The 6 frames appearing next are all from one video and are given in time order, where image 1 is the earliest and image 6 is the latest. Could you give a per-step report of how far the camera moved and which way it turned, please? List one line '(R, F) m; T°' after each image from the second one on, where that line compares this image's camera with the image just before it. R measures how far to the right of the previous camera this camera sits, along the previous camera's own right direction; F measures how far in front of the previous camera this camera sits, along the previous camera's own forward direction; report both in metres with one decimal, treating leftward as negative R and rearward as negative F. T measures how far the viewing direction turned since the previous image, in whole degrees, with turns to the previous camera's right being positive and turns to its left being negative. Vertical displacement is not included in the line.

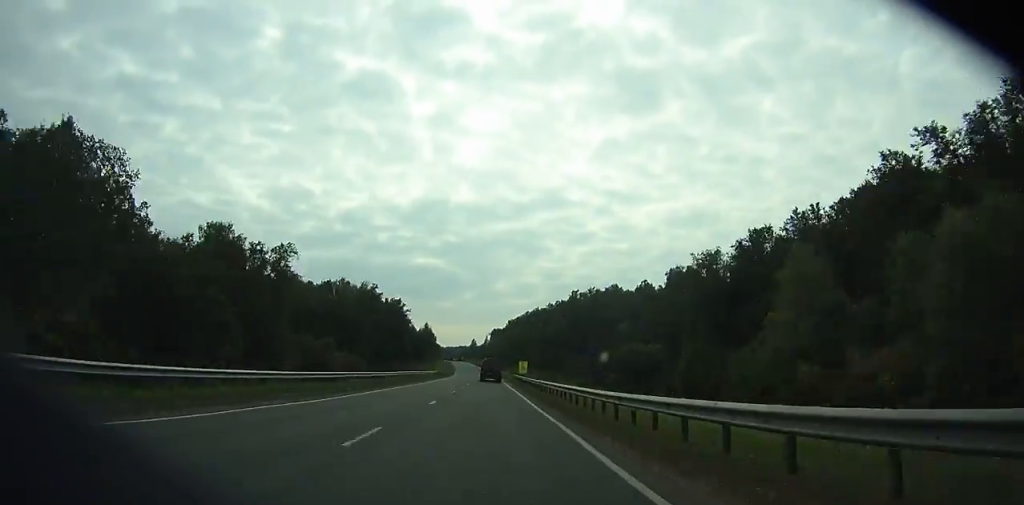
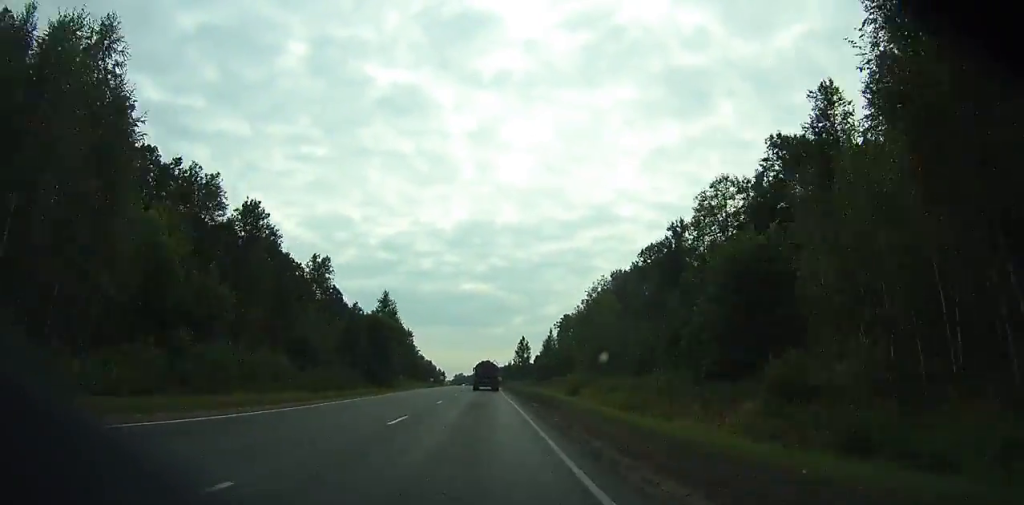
(-4.9, +210.1) m; -4°
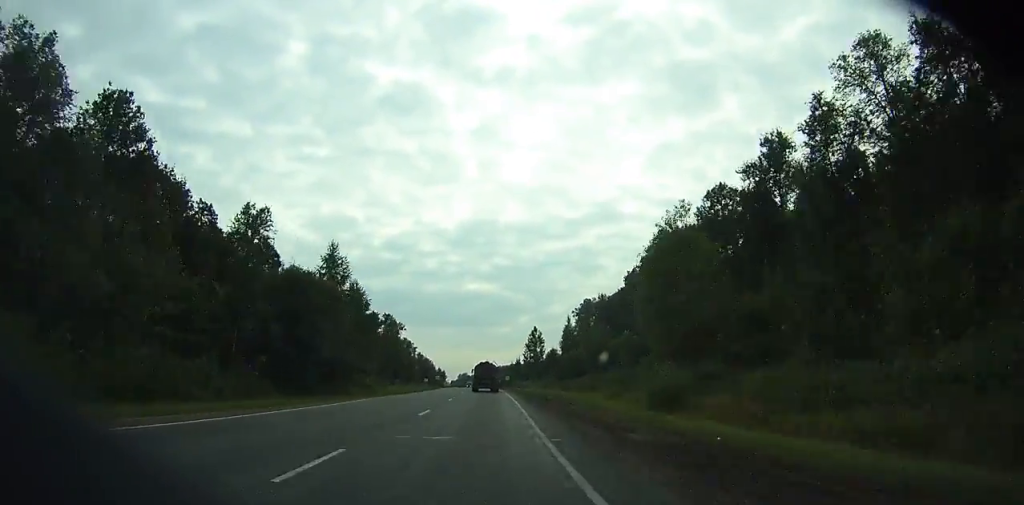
(-0.4, +32.9) m; -1°
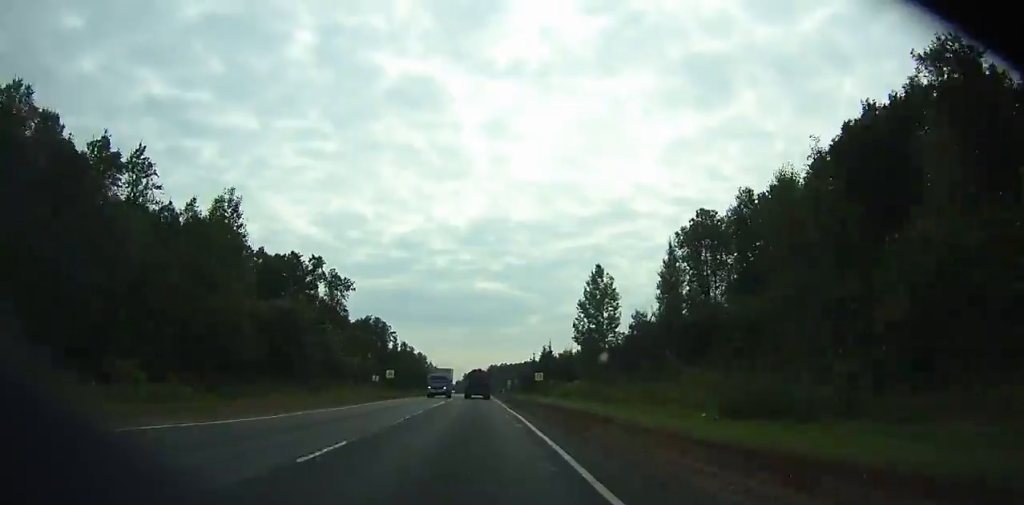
(-1.5, +84.4) m; -2°
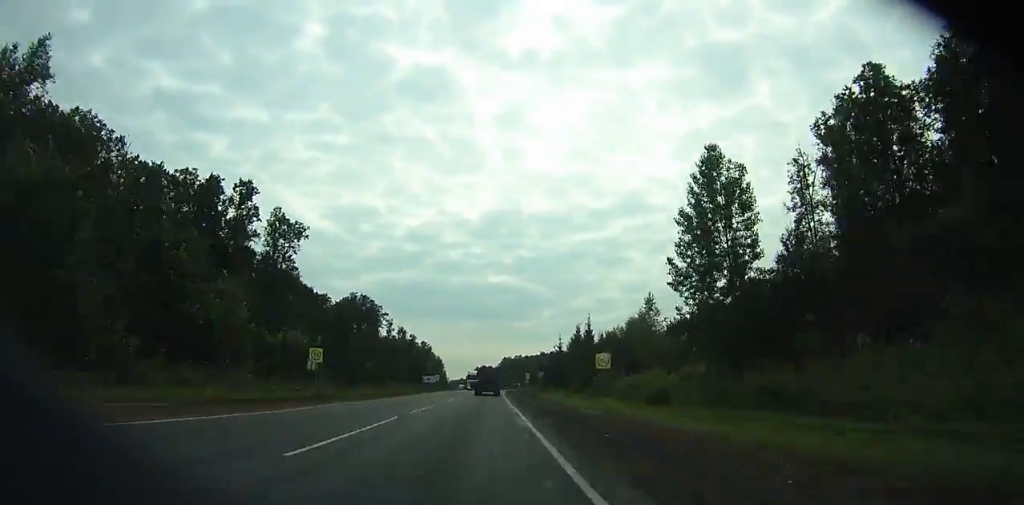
(-0.3, +36.1) m; -1°
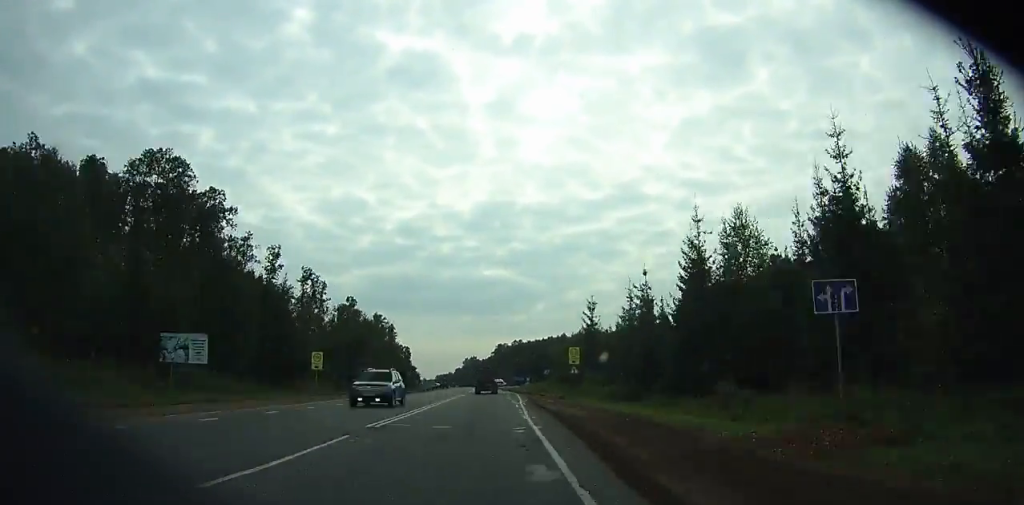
(-0.8, +91.0) m; 0°
